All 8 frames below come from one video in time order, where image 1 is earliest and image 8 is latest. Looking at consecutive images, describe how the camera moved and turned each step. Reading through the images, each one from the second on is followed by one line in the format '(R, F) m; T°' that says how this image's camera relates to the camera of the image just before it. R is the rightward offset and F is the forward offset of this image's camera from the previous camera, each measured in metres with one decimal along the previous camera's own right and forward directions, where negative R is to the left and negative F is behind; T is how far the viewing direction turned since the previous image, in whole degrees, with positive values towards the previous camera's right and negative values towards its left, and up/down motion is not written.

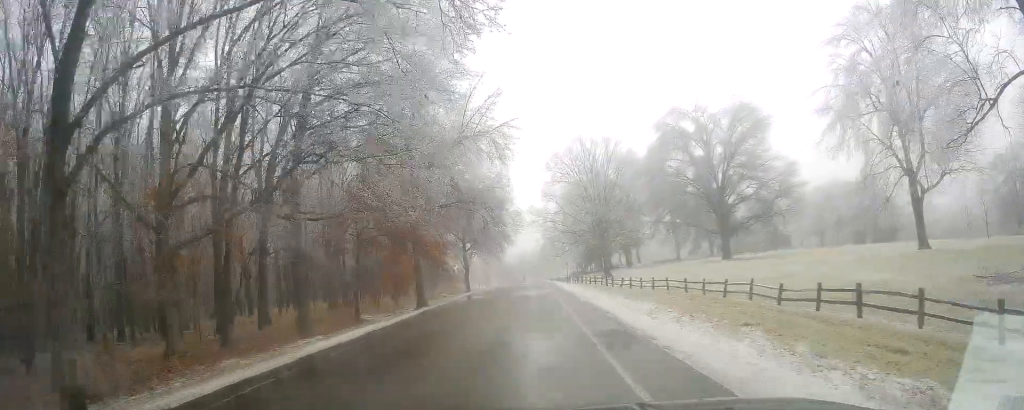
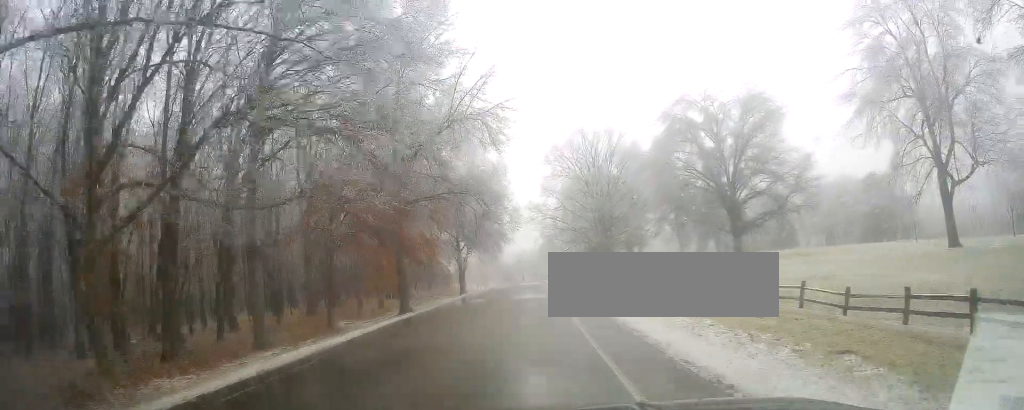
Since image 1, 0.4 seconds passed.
(+0.1, +5.1) m; +1°
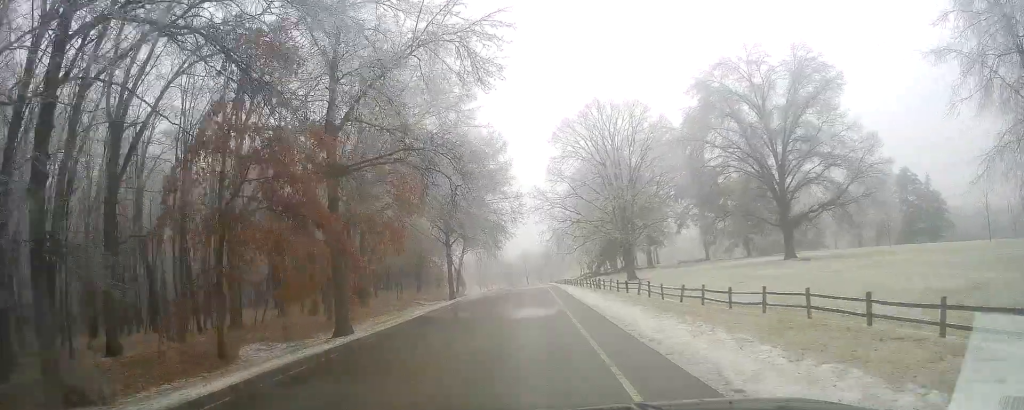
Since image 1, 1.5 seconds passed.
(0.0, +14.0) m; 0°
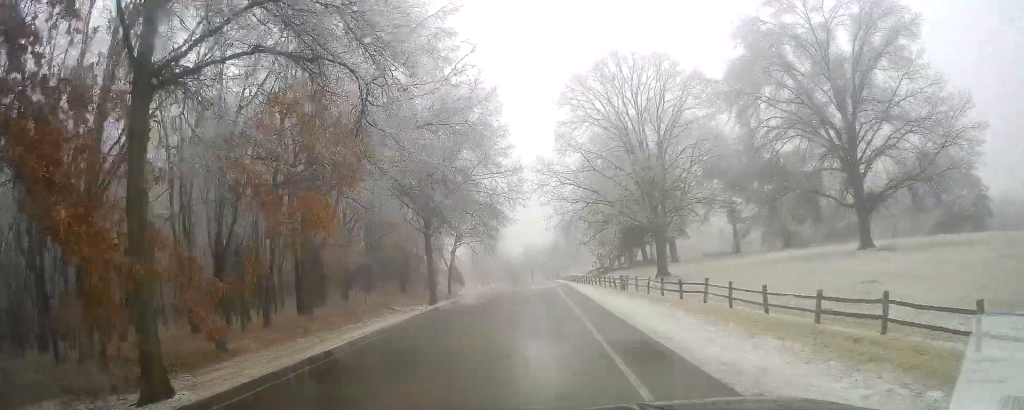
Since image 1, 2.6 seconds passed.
(-0.1, +14.4) m; -3°
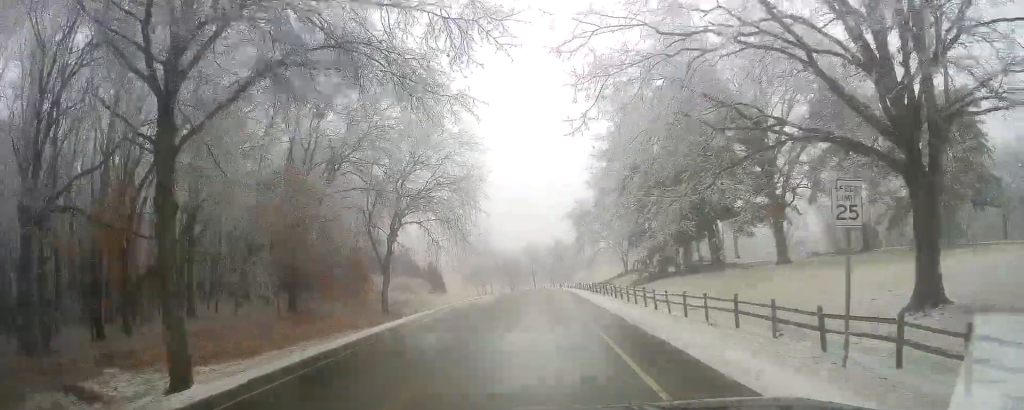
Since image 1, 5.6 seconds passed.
(-0.1, +37.2) m; +1°
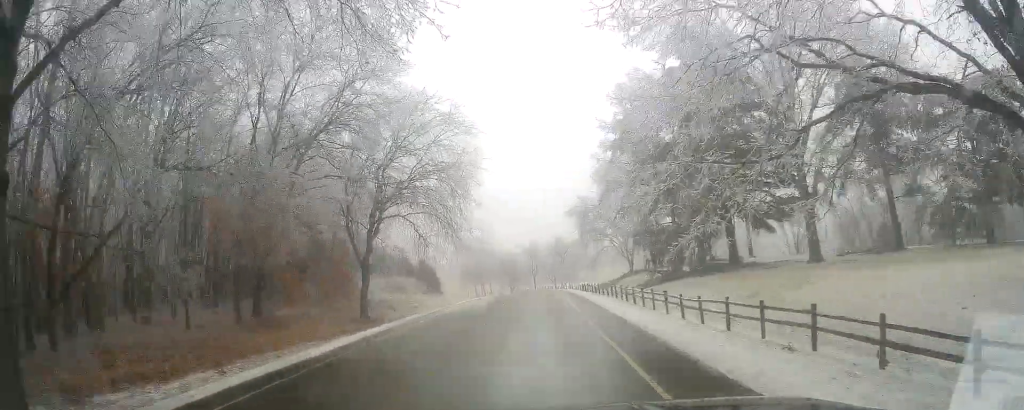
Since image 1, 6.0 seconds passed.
(-0.3, +6.0) m; +1°
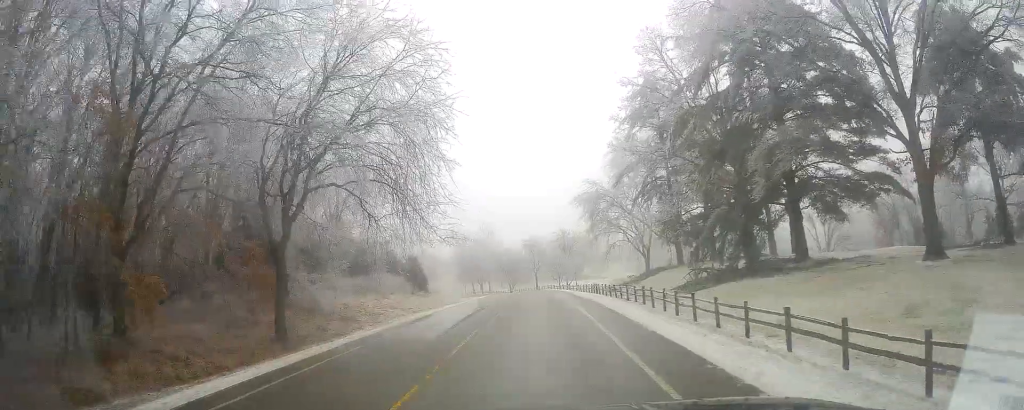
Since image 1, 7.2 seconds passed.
(+0.6, +14.3) m; +1°
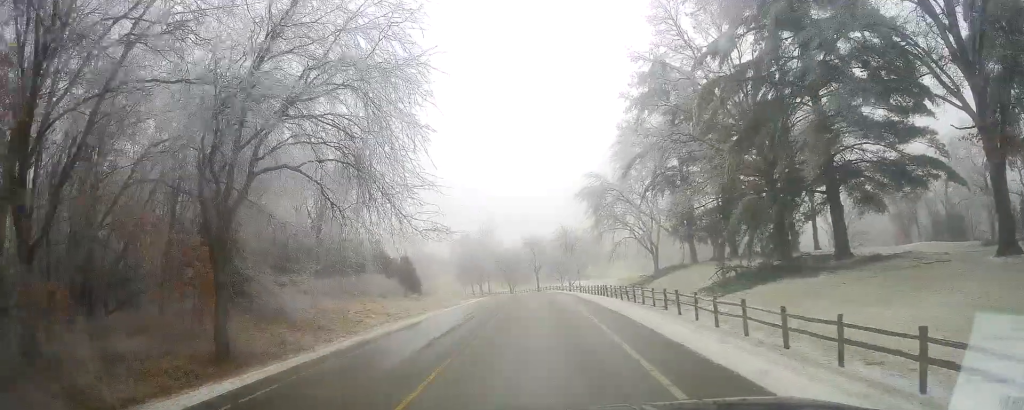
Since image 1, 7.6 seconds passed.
(-0.1, +5.8) m; -1°
